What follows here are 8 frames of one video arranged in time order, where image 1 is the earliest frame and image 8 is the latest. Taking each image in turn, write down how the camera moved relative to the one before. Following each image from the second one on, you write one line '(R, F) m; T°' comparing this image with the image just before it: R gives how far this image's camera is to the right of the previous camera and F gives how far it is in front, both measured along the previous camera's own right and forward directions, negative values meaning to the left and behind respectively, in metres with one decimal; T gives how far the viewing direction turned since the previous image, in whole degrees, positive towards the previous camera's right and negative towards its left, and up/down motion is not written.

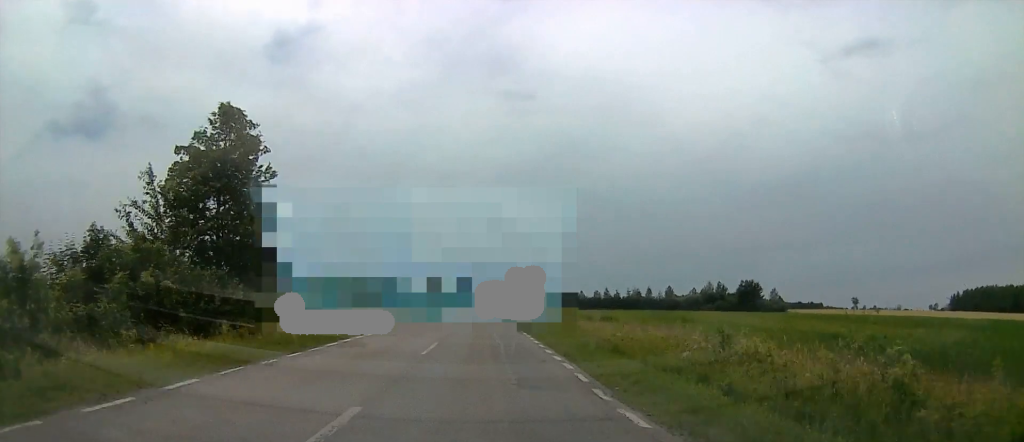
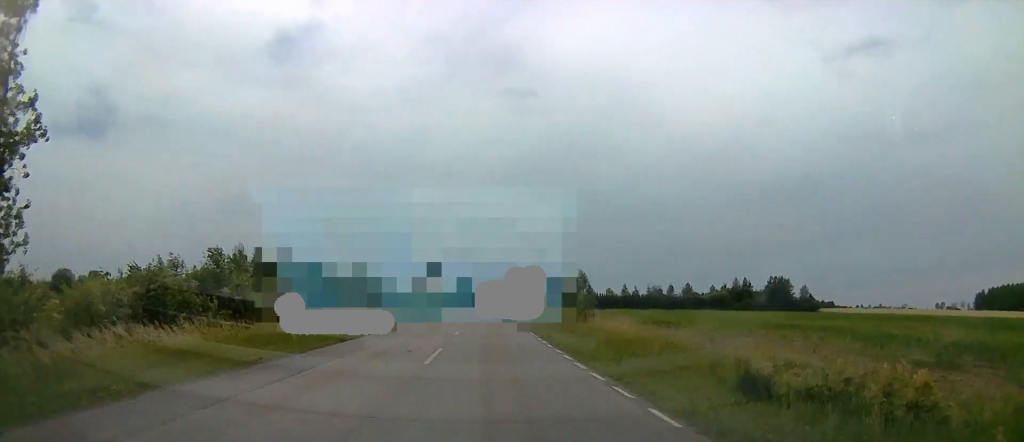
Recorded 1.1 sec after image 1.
(+0.1, +26.4) m; +1°
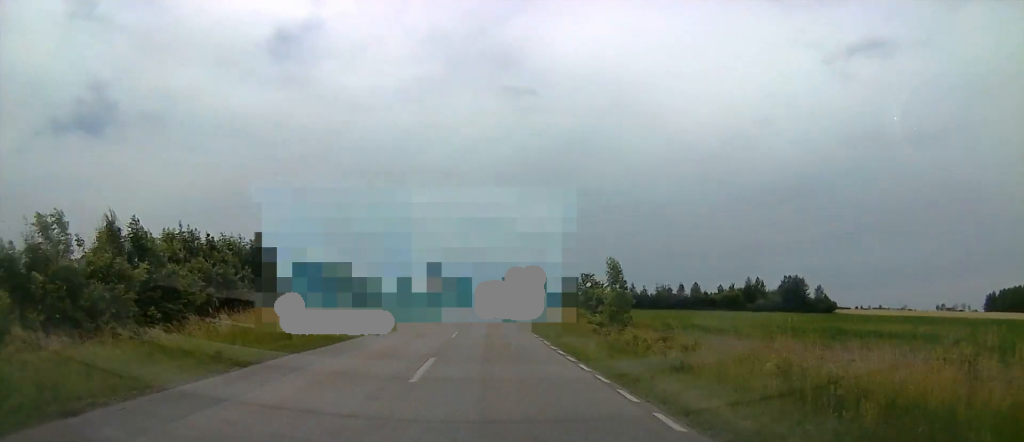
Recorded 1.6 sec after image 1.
(+0.2, +14.0) m; +1°
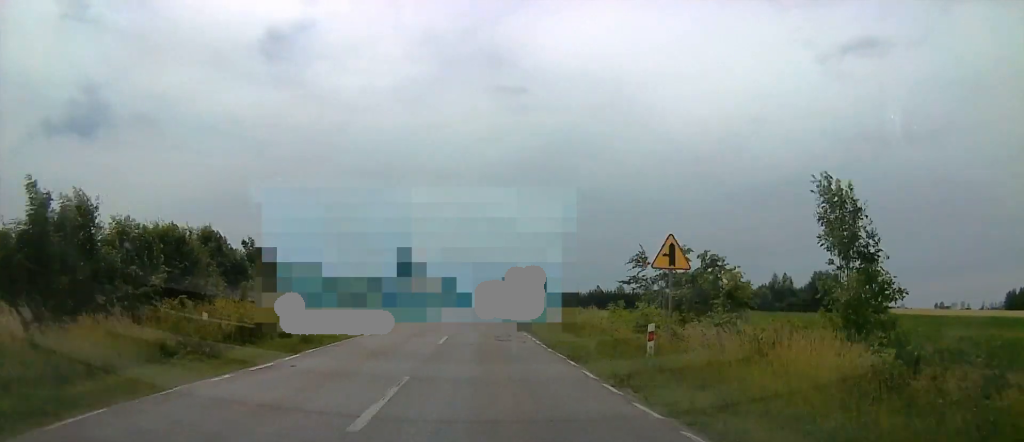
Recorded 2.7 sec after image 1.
(+0.2, +27.1) m; 0°
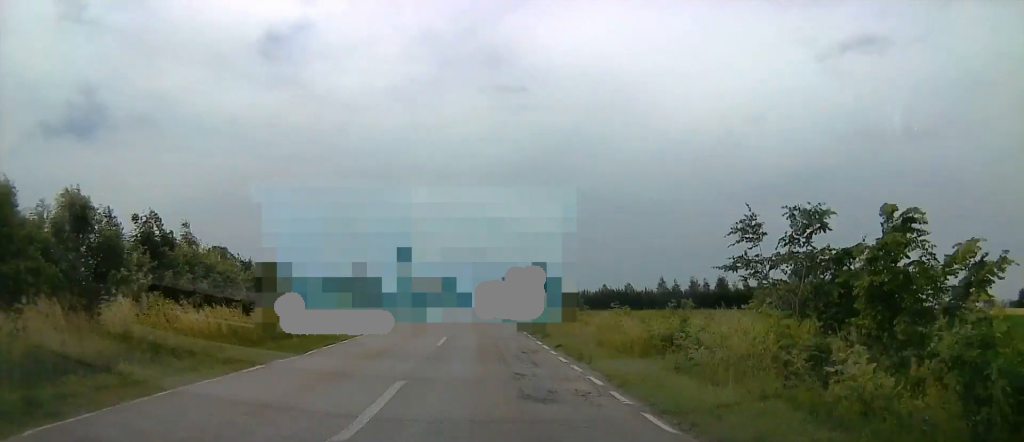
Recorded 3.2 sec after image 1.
(0.0, +12.3) m; 0°
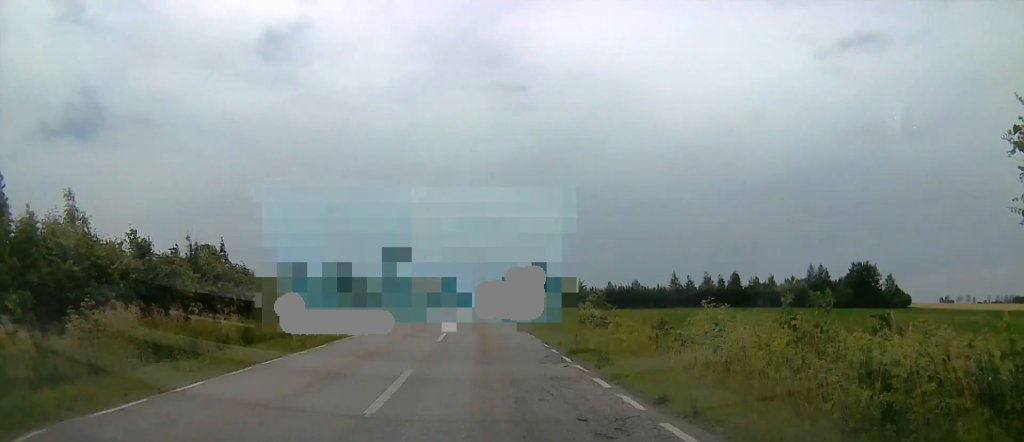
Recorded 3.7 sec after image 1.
(0.0, +10.7) m; 0°
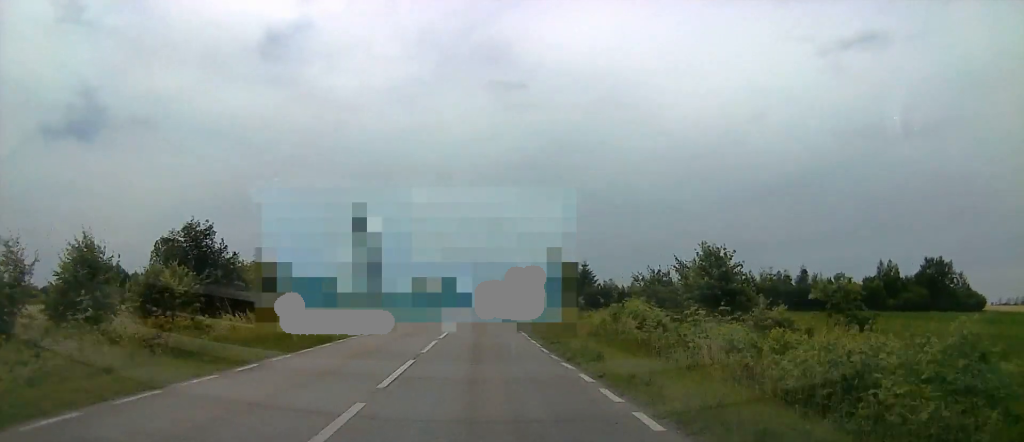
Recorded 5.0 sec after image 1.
(0.0, +33.3) m; 0°
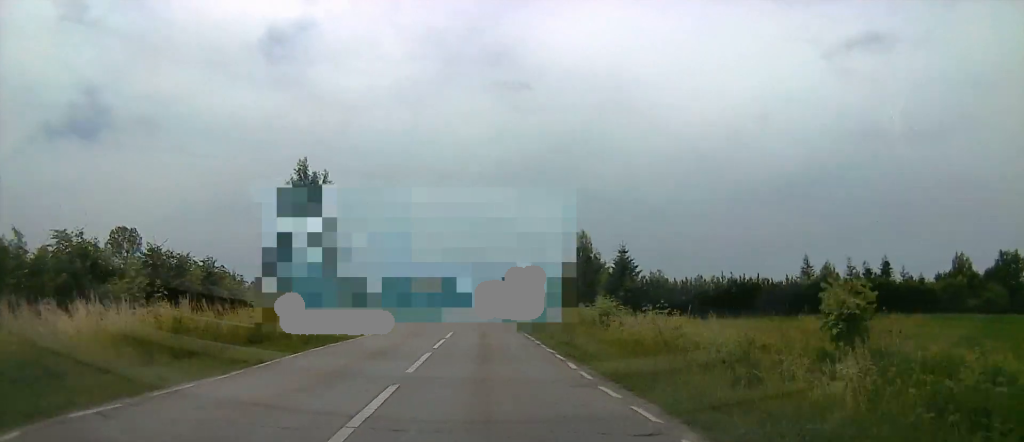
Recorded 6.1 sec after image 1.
(-0.1, +27.9) m; 0°
